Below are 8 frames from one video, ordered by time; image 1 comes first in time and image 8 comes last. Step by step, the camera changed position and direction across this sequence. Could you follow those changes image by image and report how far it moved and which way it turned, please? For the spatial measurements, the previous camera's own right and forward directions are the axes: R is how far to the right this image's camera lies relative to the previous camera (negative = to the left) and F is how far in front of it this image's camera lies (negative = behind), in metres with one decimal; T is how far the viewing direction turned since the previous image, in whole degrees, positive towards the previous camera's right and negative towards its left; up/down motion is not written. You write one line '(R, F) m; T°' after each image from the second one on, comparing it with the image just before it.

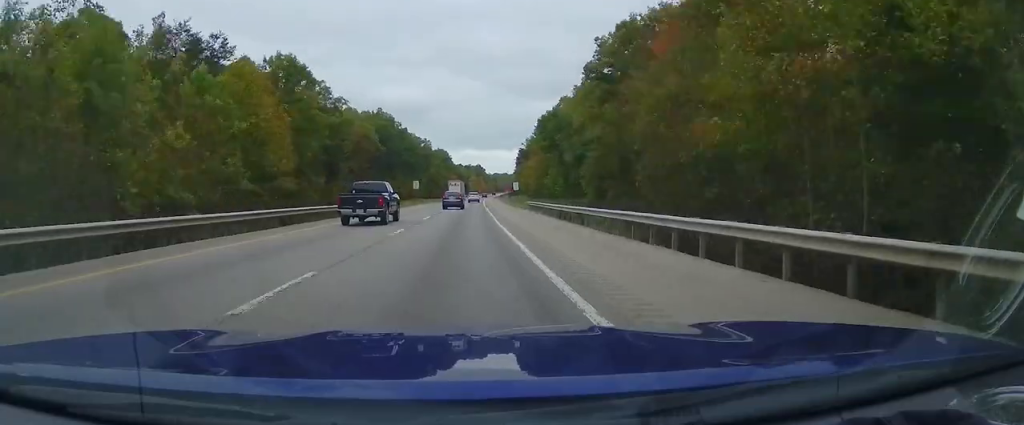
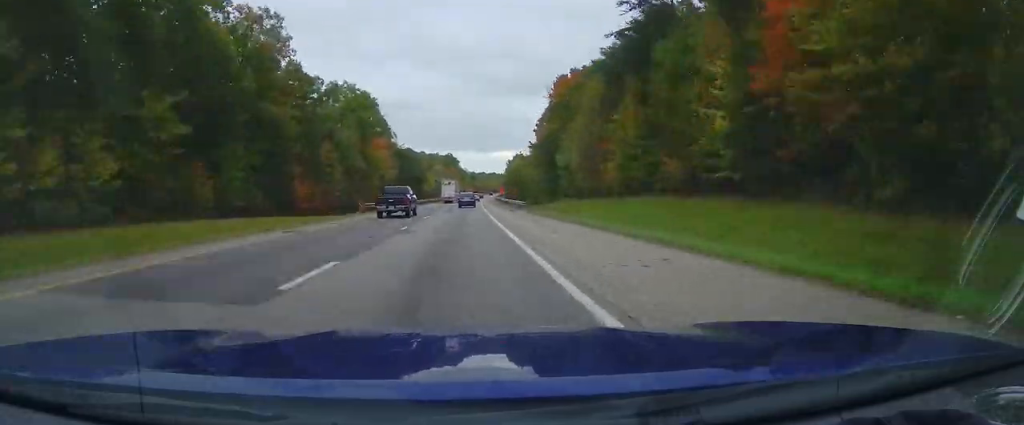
(+4.0, +173.9) m; +3°
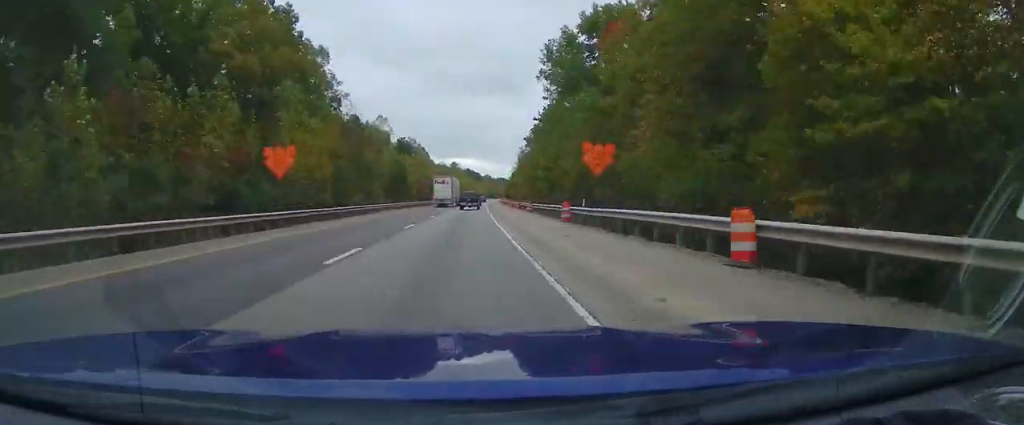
(+9.3, +229.1) m; +5°
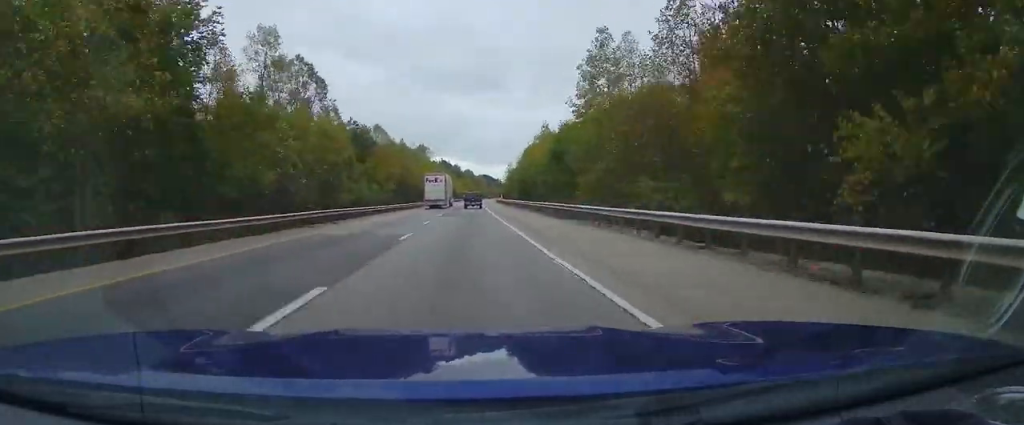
(+2.4, +103.6) m; +2°
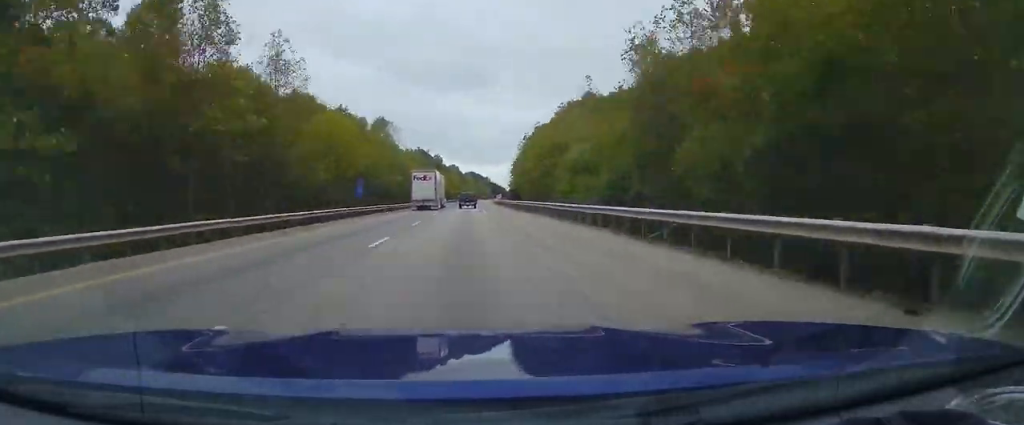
(+0.8, +74.8) m; +1°
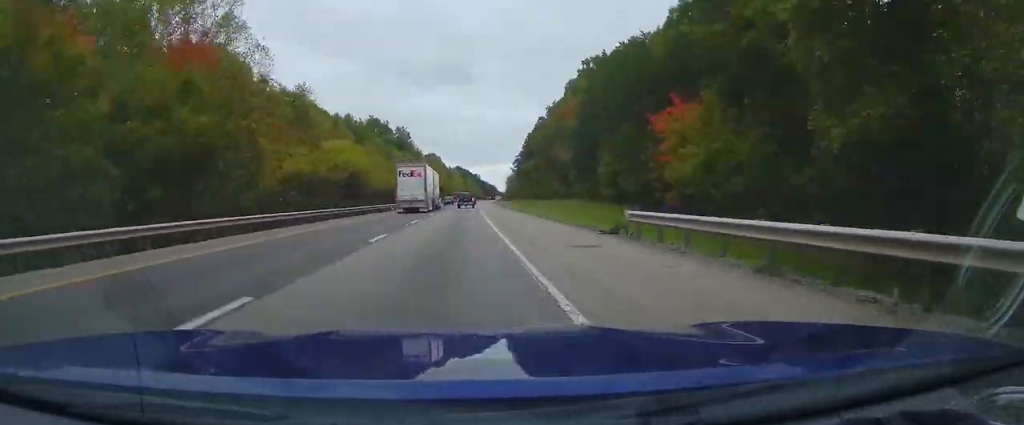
(+0.5, +100.8) m; +1°
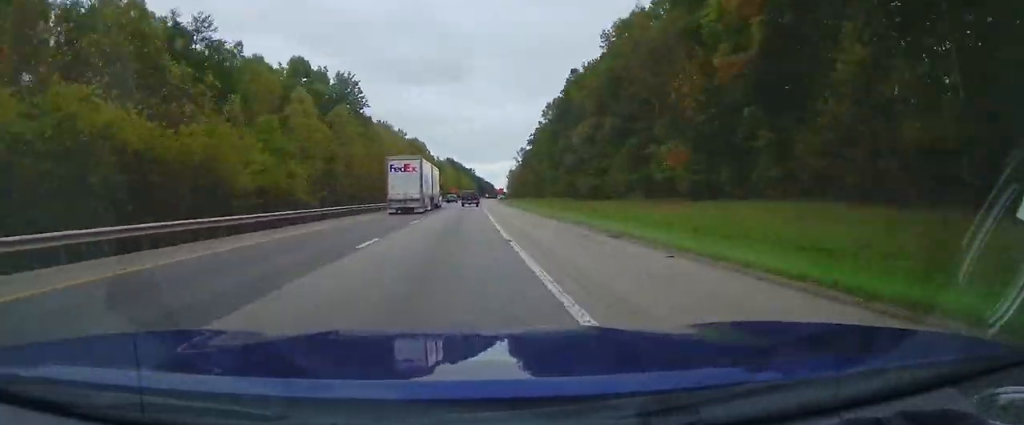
(+1.1, +73.4) m; +1°
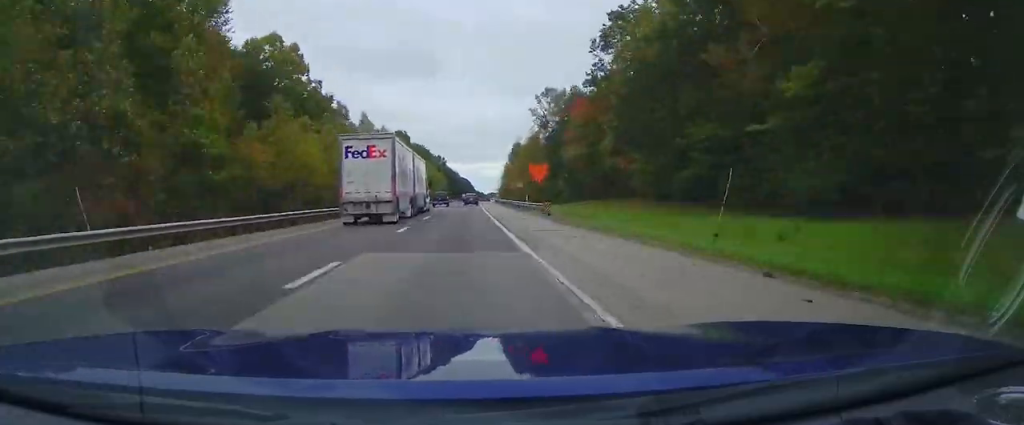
(+3.7, +182.3) m; +2°
